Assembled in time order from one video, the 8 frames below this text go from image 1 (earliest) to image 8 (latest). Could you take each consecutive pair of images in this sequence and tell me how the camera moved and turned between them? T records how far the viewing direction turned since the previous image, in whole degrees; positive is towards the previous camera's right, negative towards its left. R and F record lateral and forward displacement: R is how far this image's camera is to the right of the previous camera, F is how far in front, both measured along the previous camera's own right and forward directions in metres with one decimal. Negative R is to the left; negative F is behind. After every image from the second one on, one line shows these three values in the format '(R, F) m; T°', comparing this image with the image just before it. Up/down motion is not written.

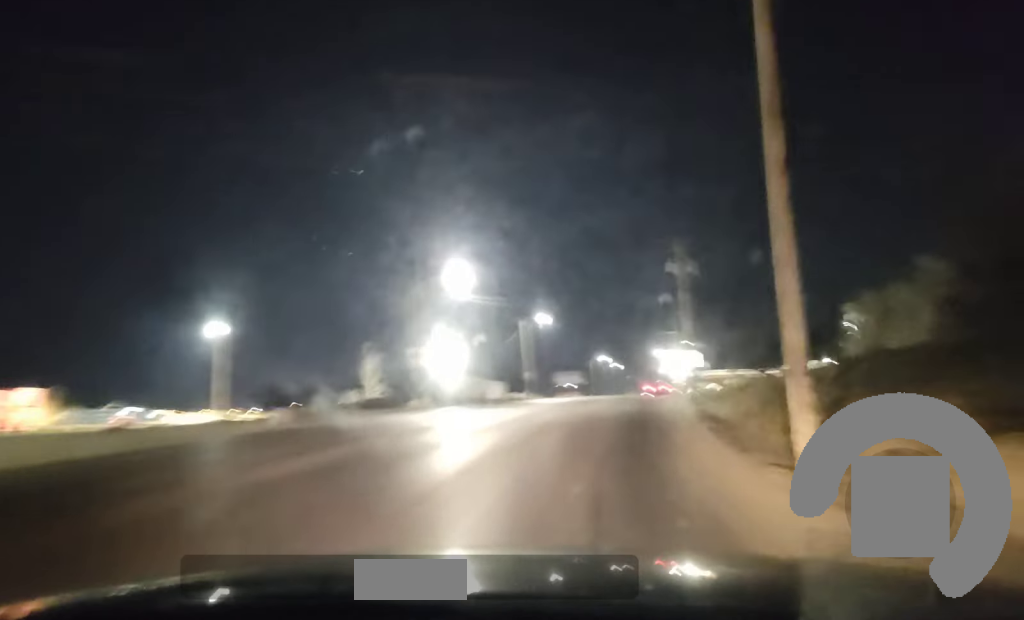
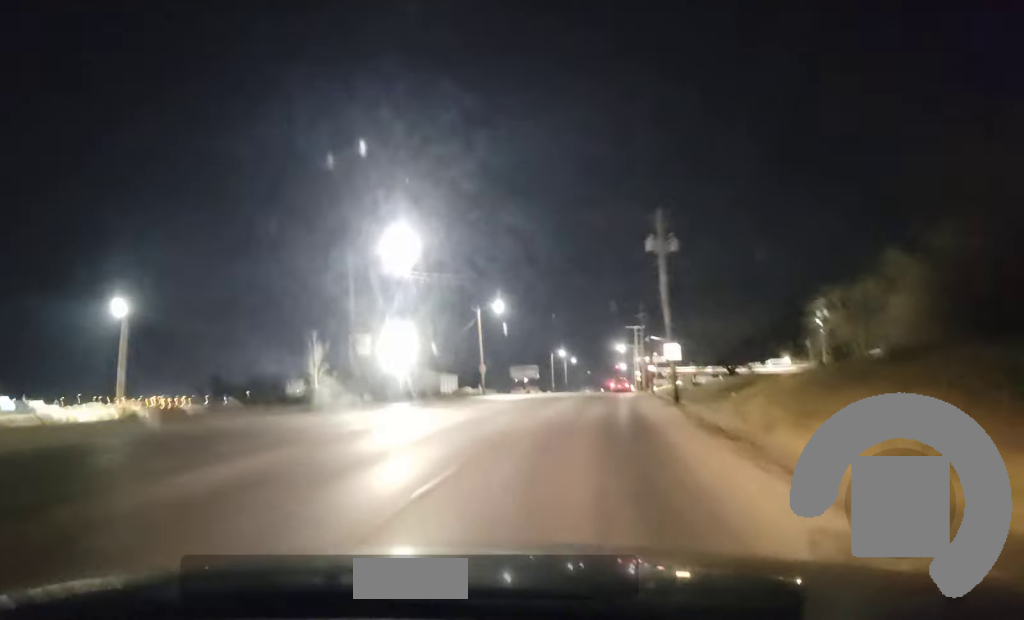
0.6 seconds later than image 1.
(+0.2, +8.1) m; +3°
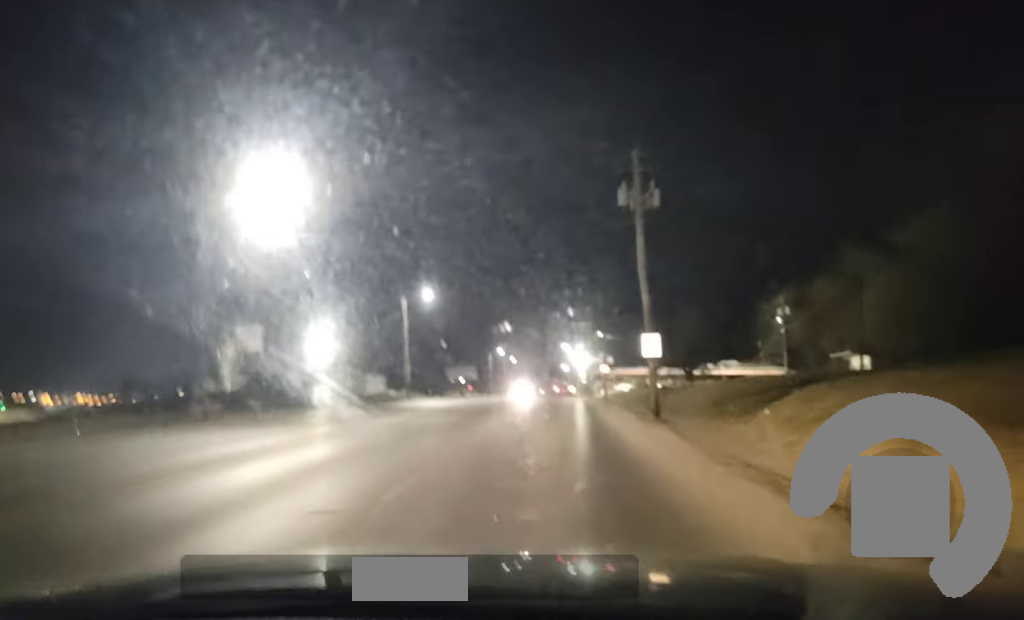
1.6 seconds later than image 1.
(+0.5, +12.6) m; +4°
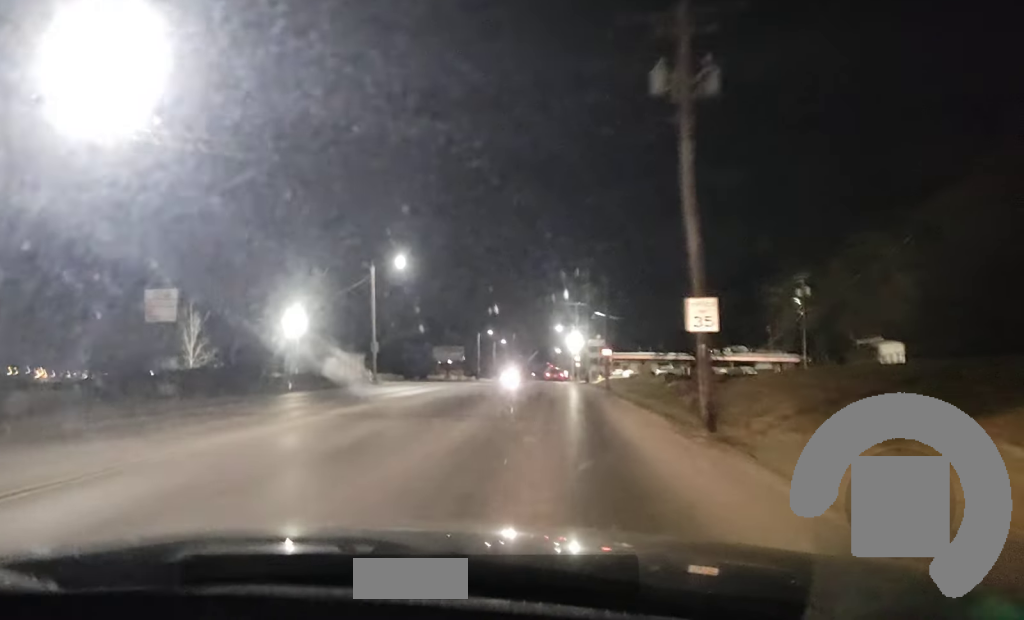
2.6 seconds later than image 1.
(+0.5, +12.2) m; +3°
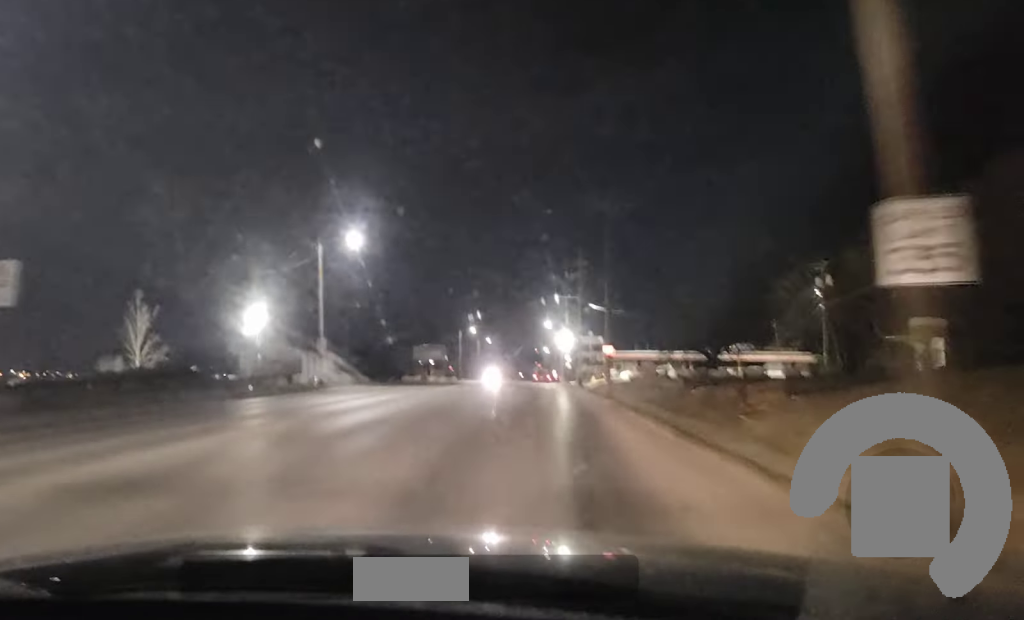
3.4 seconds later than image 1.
(+0.1, +11.2) m; 0°
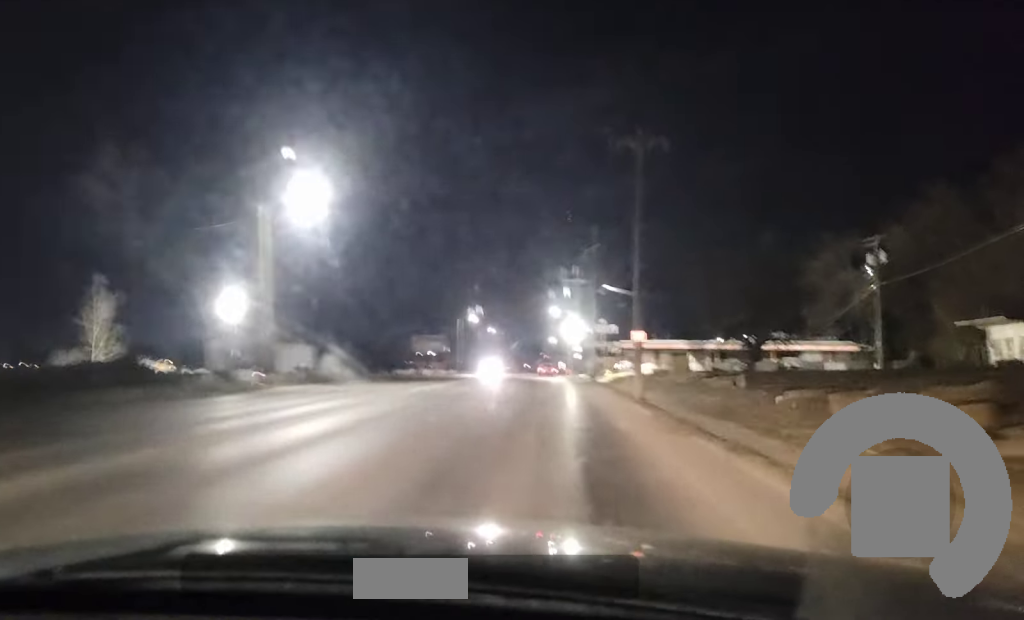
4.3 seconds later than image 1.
(-0.1, +12.2) m; 0°
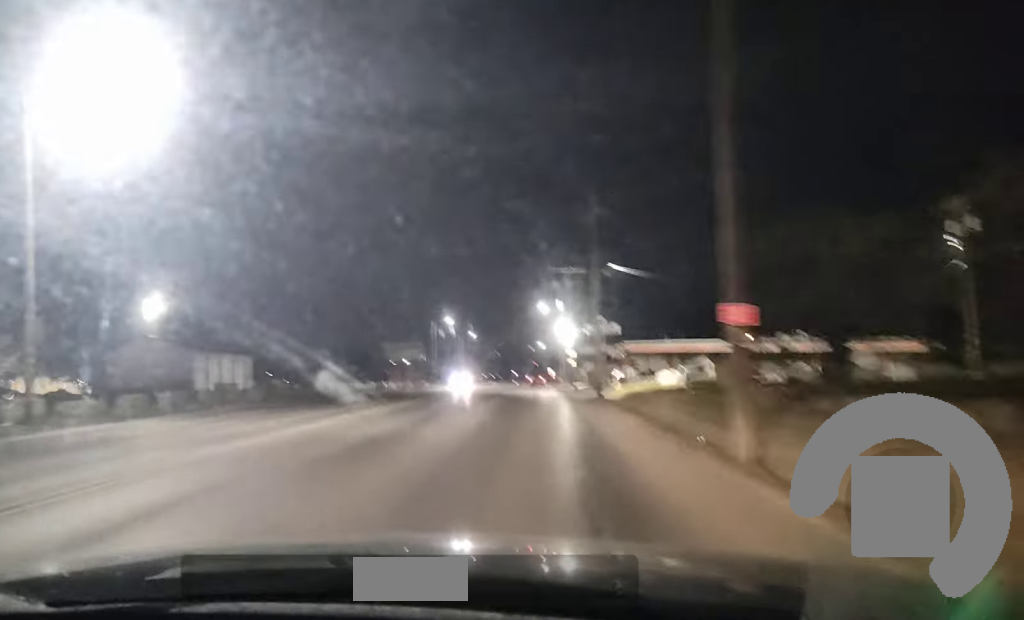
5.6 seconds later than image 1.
(+0.3, +17.3) m; 0°
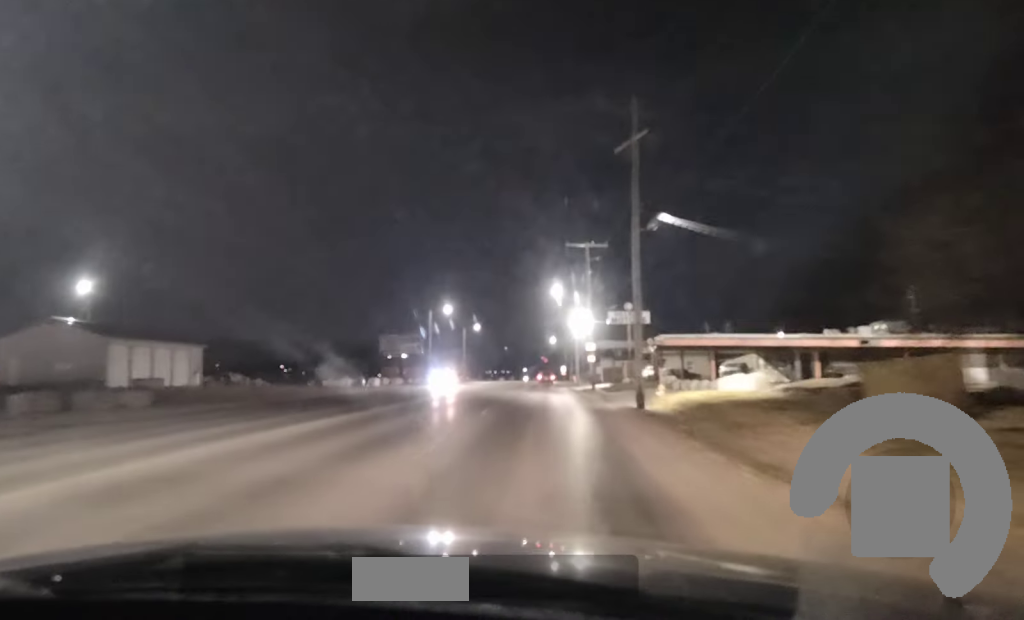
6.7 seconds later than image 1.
(-0.2, +15.4) m; -1°
